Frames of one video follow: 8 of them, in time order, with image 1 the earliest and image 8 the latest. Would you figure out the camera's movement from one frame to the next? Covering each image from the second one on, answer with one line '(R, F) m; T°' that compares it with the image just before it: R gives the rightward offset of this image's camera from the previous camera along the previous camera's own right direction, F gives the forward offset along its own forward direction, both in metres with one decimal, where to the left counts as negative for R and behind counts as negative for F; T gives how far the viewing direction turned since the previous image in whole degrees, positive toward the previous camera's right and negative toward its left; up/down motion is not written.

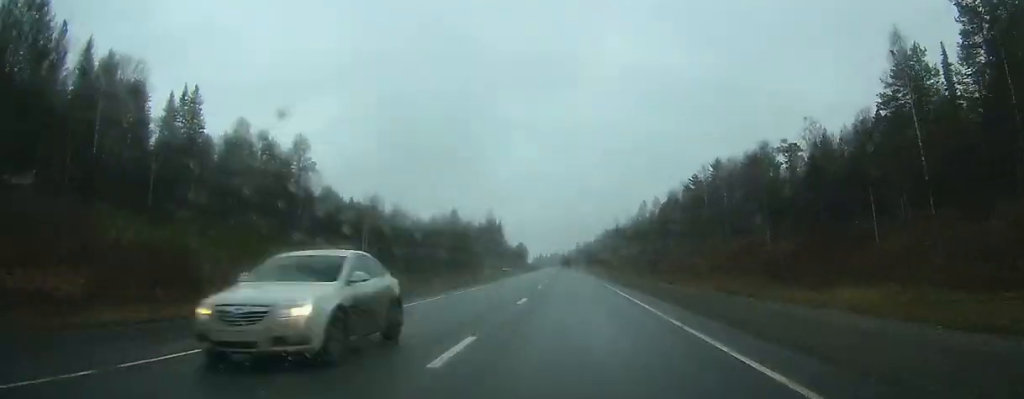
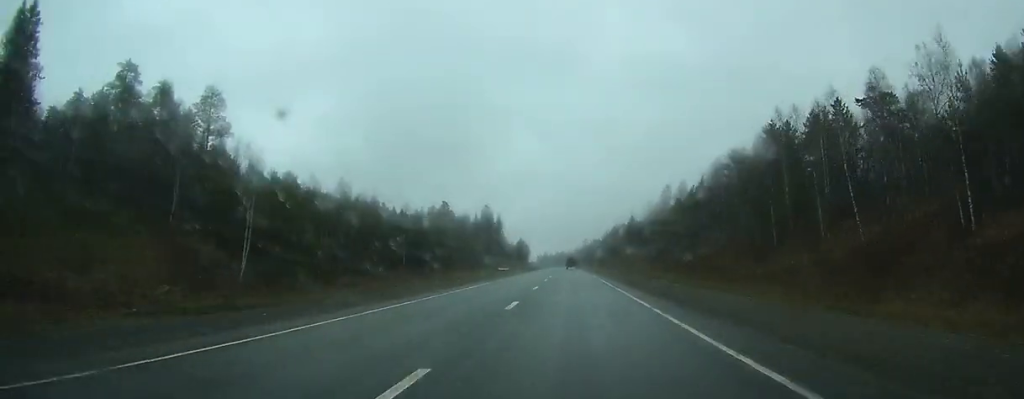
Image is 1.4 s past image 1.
(0.0, +39.3) m; 0°
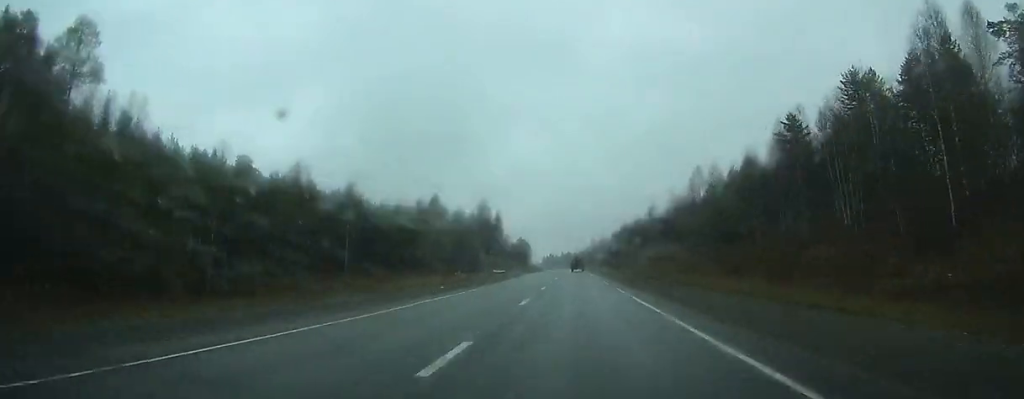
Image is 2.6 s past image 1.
(-0.3, +33.4) m; 0°
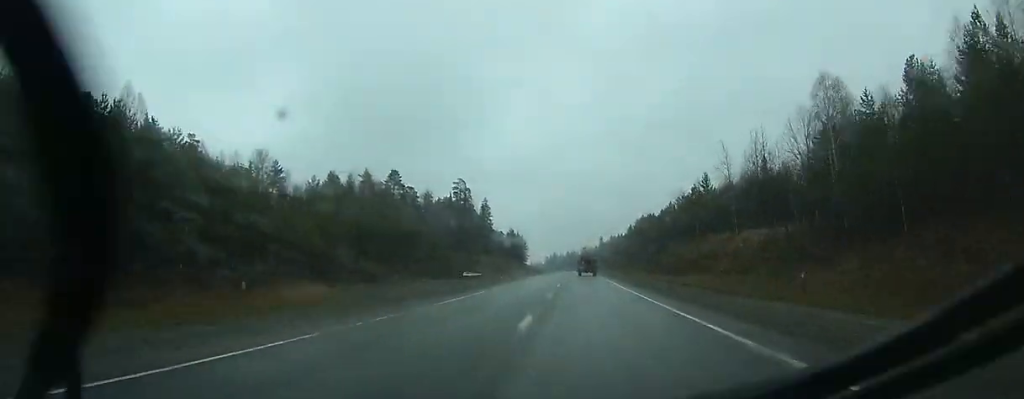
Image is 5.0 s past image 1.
(-0.2, +66.1) m; -1°
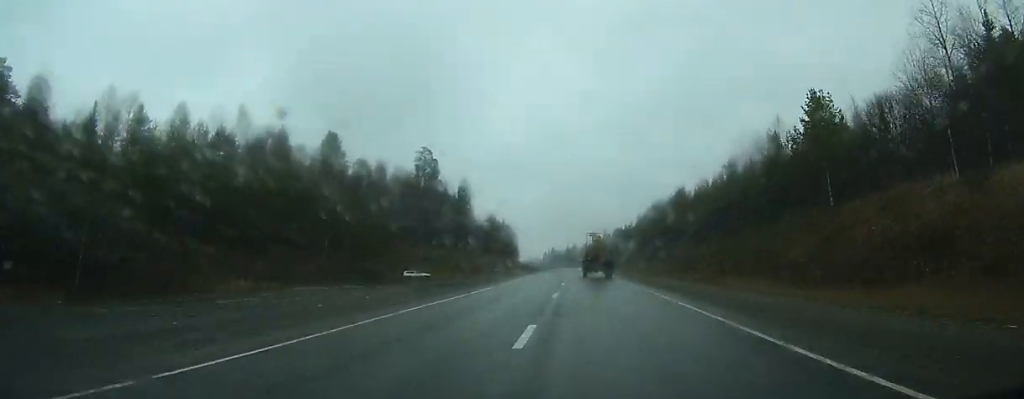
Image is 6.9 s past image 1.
(-0.3, +50.5) m; -1°
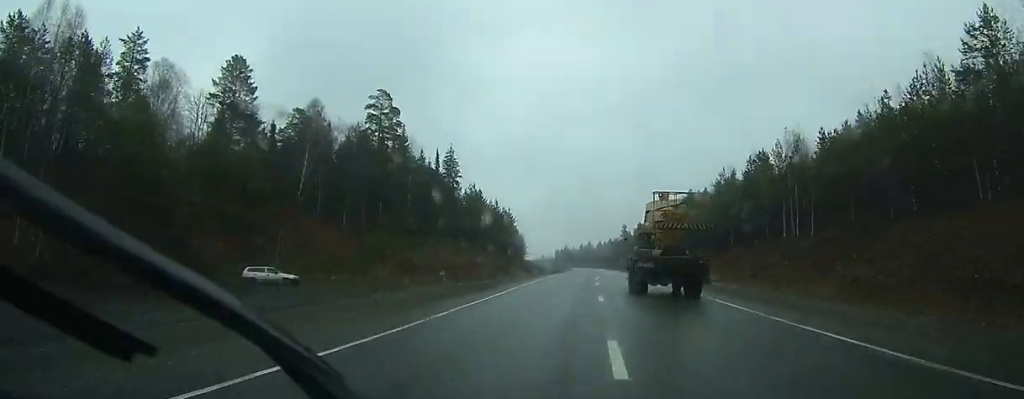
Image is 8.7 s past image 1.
(-0.3, +49.8) m; 0°
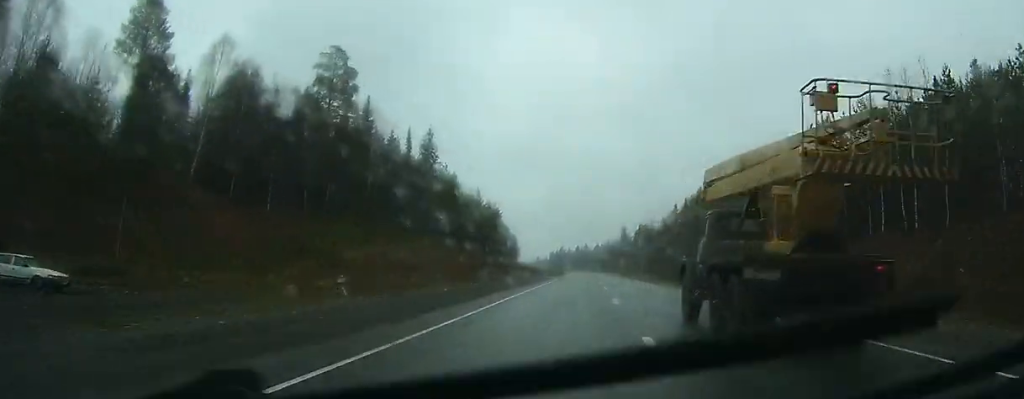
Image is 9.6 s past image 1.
(0.0, +23.1) m; 0°
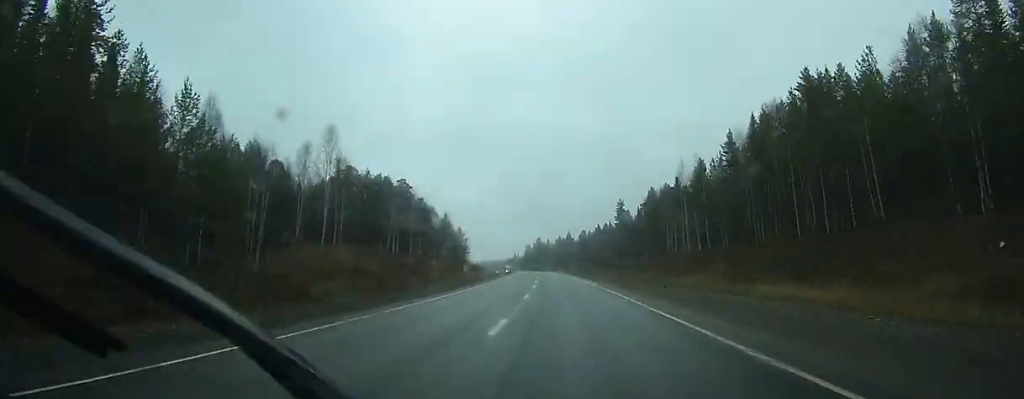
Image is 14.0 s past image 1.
(+11.7, +108.8) m; +13°
